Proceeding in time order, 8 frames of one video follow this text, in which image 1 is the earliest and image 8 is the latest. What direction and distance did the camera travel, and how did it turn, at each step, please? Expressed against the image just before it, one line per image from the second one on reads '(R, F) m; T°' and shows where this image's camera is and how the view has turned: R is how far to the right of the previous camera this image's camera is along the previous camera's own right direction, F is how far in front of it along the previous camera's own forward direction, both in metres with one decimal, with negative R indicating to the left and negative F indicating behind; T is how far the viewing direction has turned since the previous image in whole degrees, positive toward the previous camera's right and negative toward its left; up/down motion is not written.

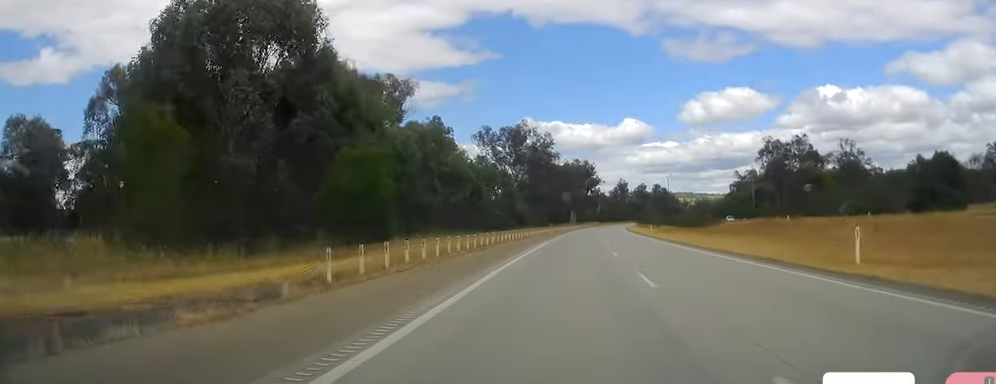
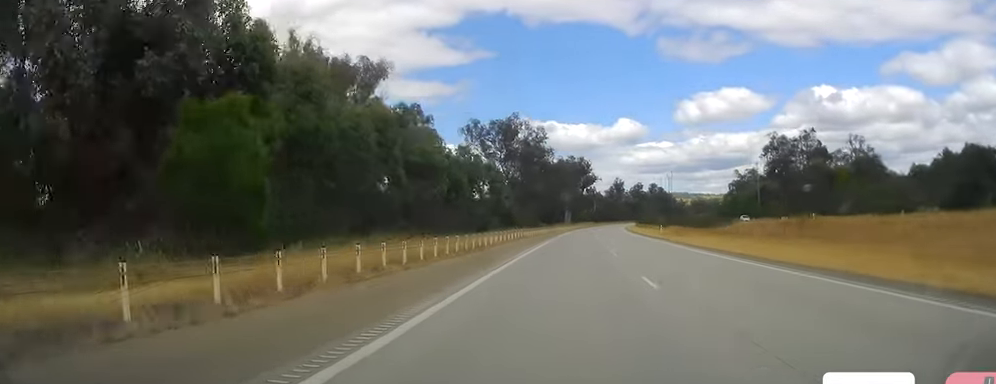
(0.0, +12.5) m; 0°
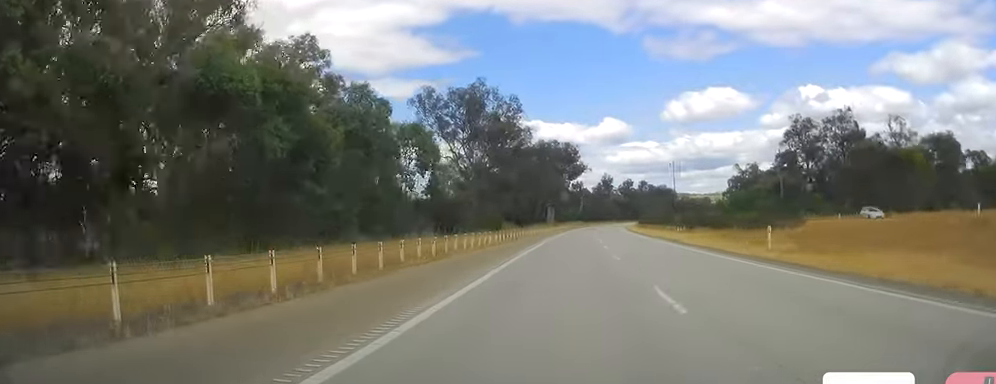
(+0.4, +39.6) m; +1°
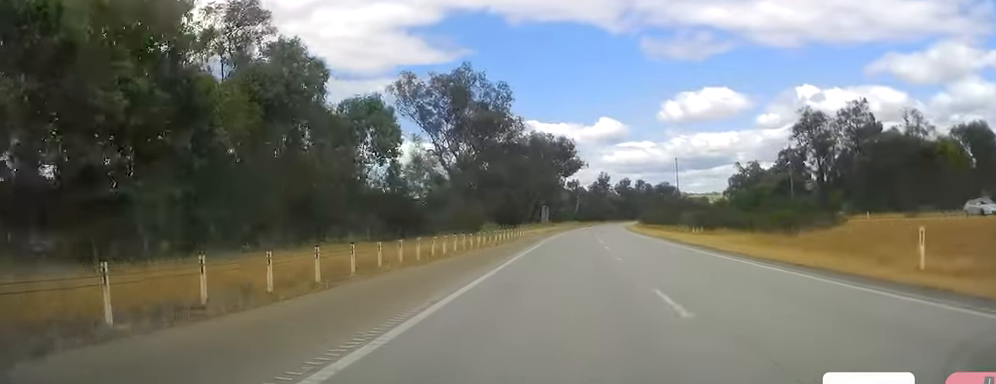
(+0.1, +12.5) m; 0°
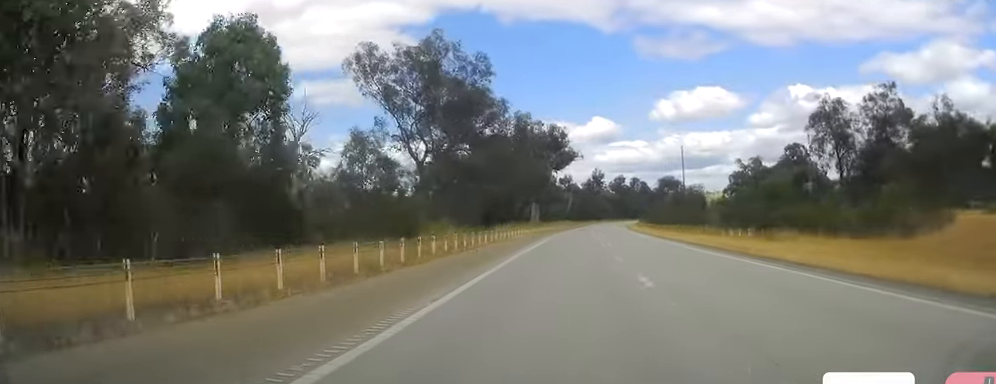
(+0.1, +19.2) m; 0°
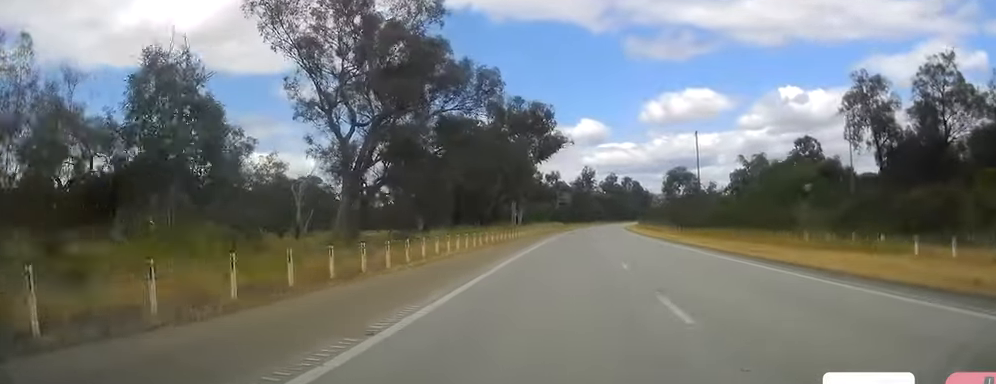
(+0.1, +28.8) m; +1°
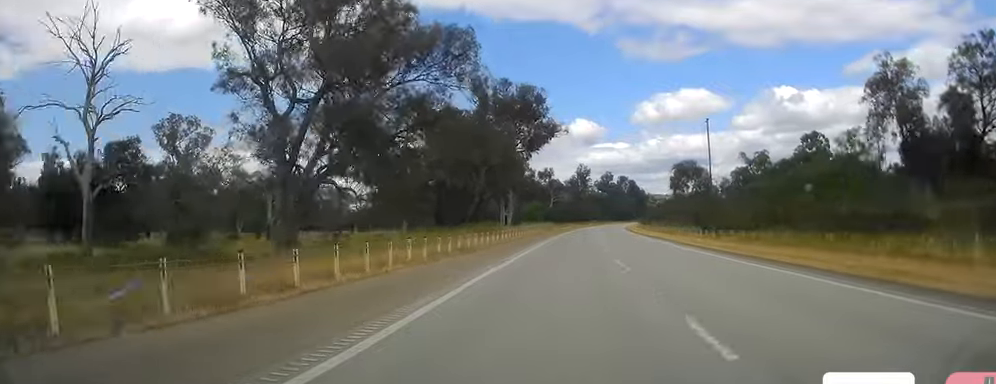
(0.0, +14.4) m; +1°
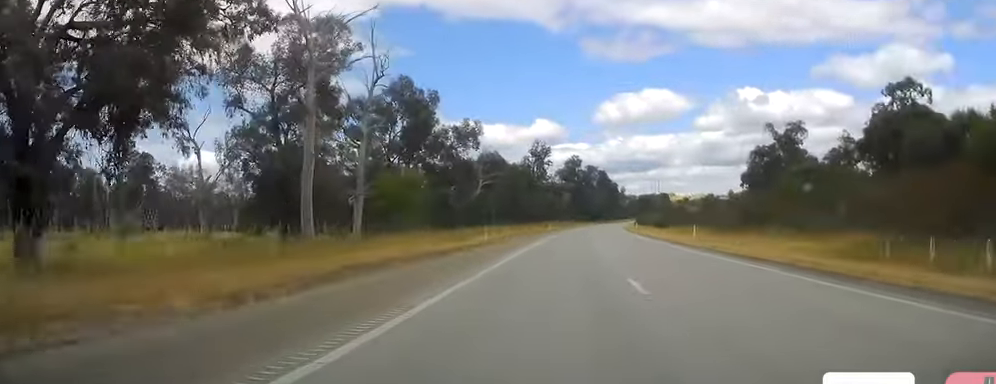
(+3.0, +99.6) m; +3°
